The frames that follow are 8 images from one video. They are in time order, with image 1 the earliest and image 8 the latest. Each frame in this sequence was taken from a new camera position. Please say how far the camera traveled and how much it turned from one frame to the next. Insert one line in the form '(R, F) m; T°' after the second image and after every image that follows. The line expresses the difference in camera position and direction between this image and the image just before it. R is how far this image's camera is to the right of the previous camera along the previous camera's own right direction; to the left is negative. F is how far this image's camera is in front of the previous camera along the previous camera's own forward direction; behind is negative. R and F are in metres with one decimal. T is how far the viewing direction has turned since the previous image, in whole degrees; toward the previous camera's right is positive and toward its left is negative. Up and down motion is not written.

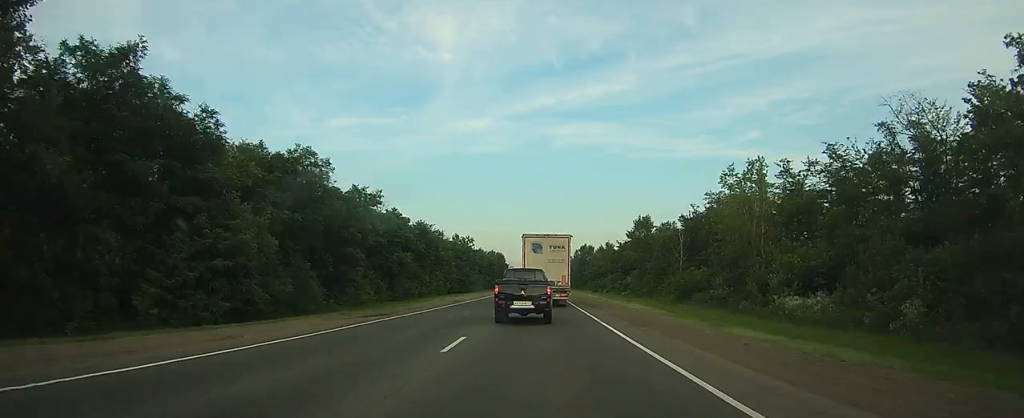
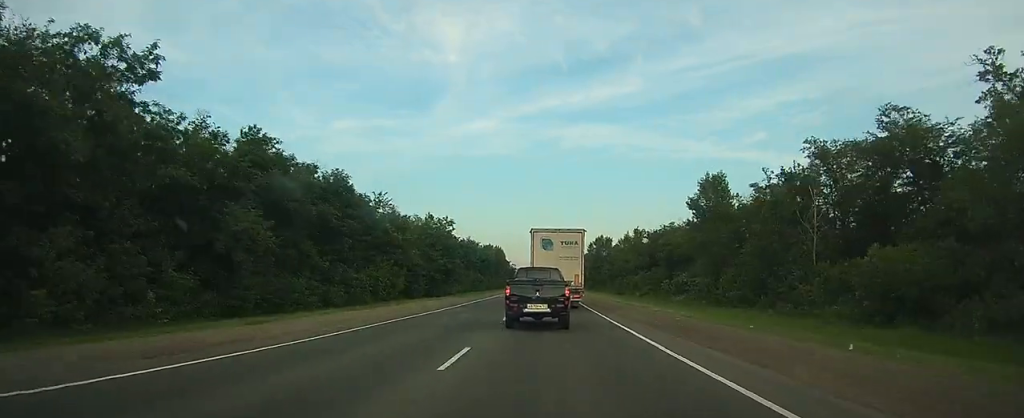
(-0.2, +38.5) m; -1°
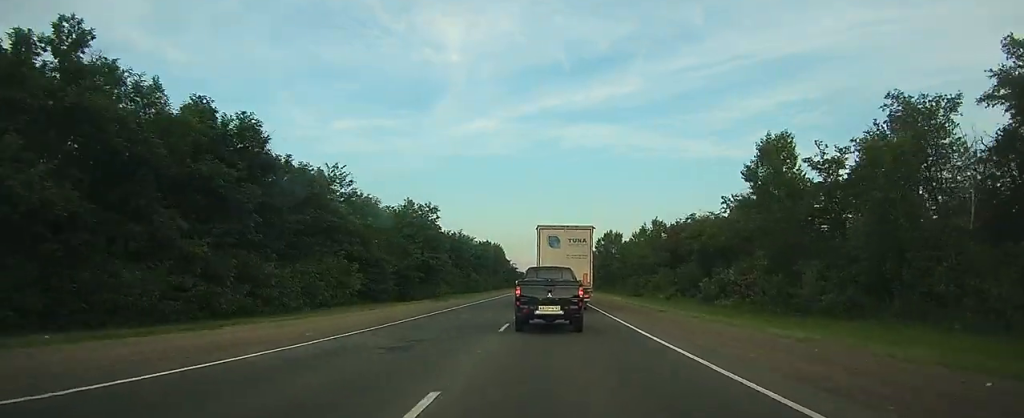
(-0.1, +17.0) m; 0°
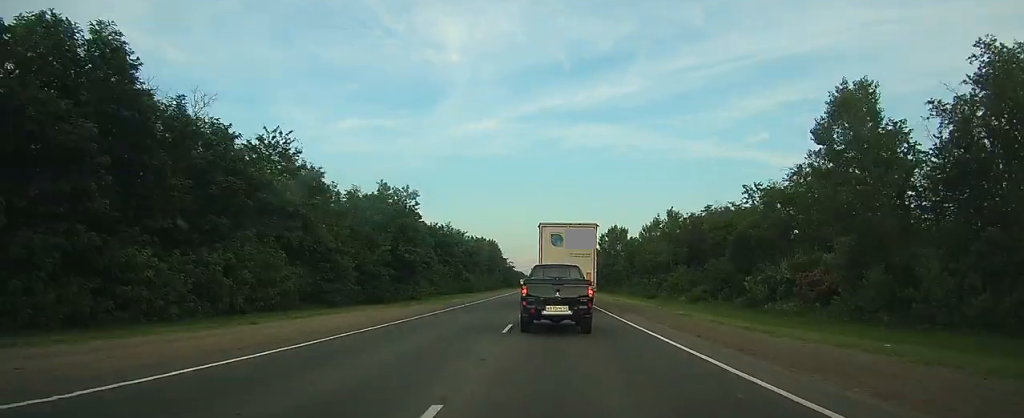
(0.0, +12.8) m; 0°
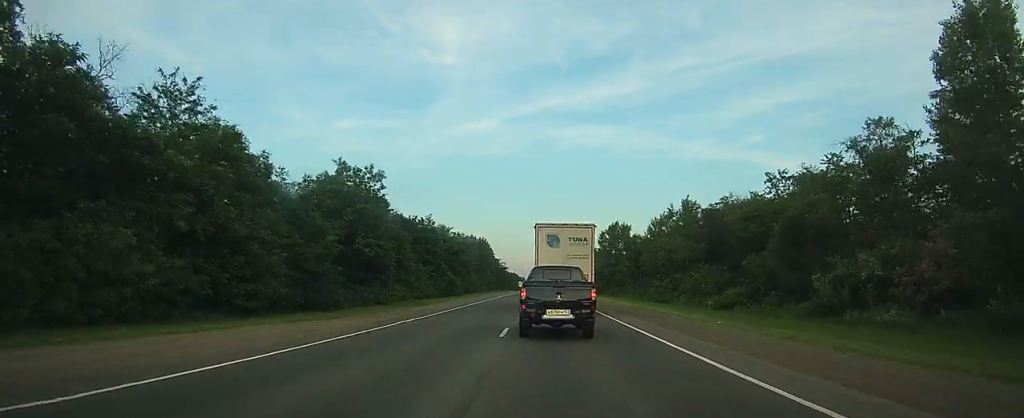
(0.0, +12.7) m; 0°
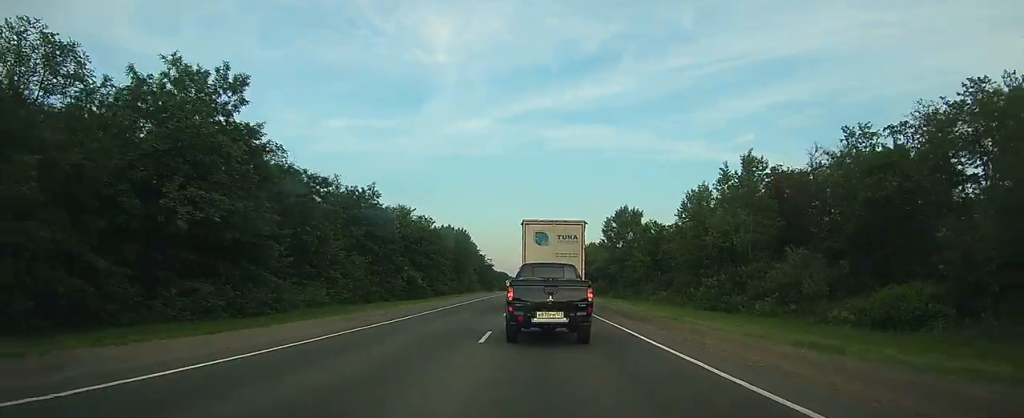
(+0.1, +26.0) m; +1°
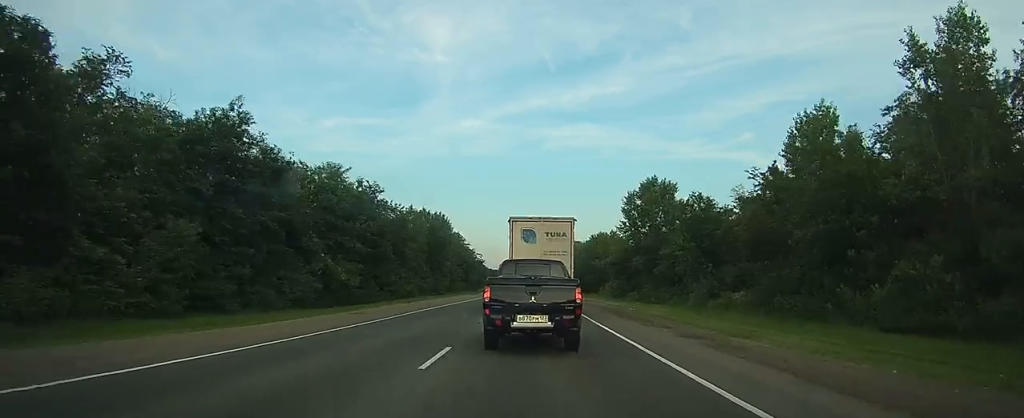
(+0.1, +28.7) m; 0°
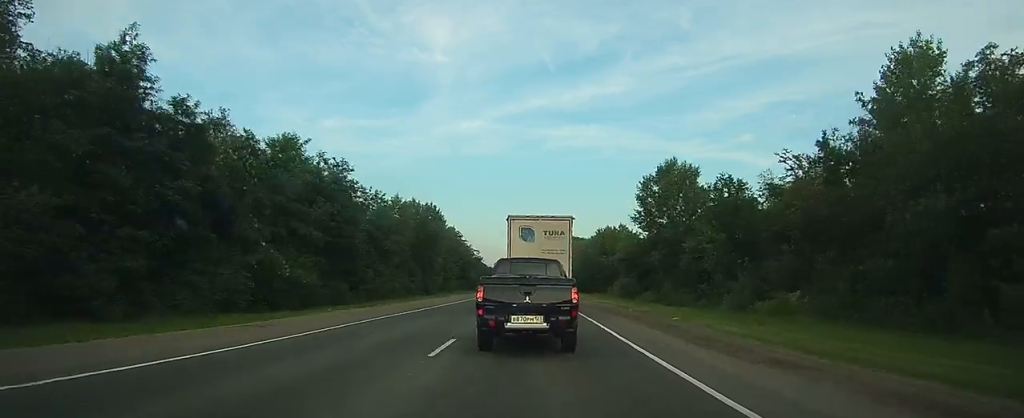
(0.0, +10.7) m; 0°
